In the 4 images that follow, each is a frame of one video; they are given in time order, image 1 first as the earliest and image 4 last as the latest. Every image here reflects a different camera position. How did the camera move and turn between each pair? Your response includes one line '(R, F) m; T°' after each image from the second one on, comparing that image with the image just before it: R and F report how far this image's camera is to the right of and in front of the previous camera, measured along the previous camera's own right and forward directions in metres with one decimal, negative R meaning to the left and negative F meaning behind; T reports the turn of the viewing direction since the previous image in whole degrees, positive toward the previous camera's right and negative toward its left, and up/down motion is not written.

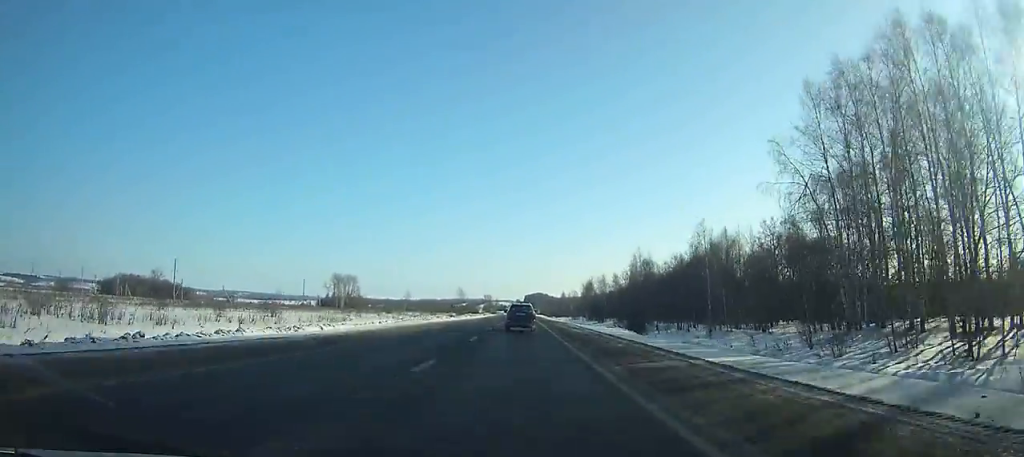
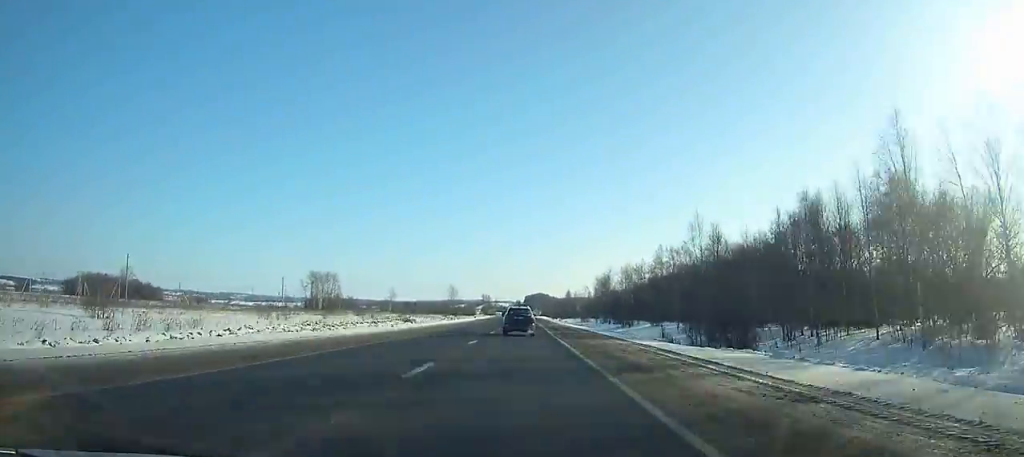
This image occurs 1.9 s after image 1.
(0.0, +37.7) m; 0°
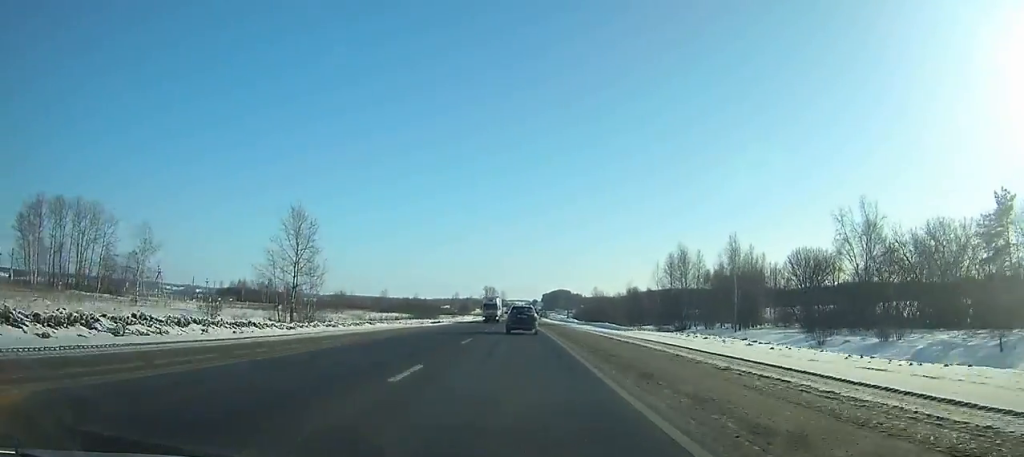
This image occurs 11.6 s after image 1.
(-1.4, +193.4) m; -1°
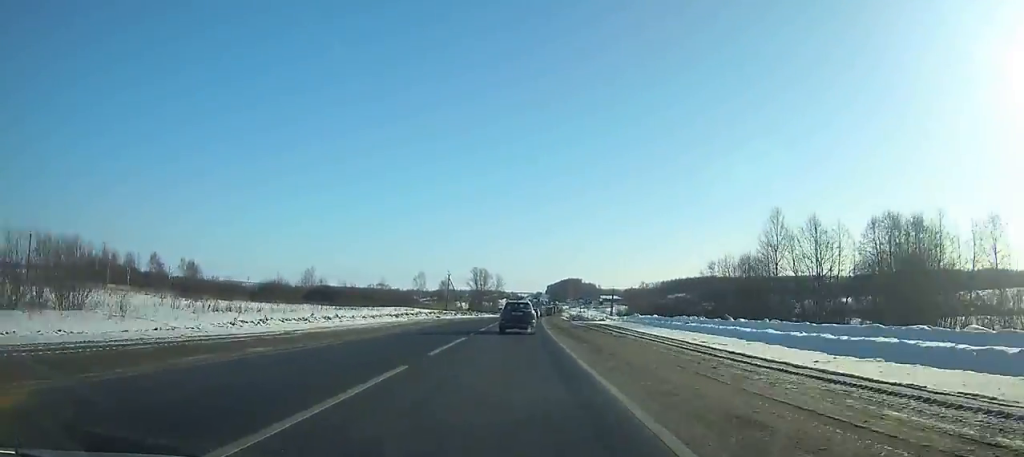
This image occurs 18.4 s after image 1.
(-1.5, +136.9) m; -1°
